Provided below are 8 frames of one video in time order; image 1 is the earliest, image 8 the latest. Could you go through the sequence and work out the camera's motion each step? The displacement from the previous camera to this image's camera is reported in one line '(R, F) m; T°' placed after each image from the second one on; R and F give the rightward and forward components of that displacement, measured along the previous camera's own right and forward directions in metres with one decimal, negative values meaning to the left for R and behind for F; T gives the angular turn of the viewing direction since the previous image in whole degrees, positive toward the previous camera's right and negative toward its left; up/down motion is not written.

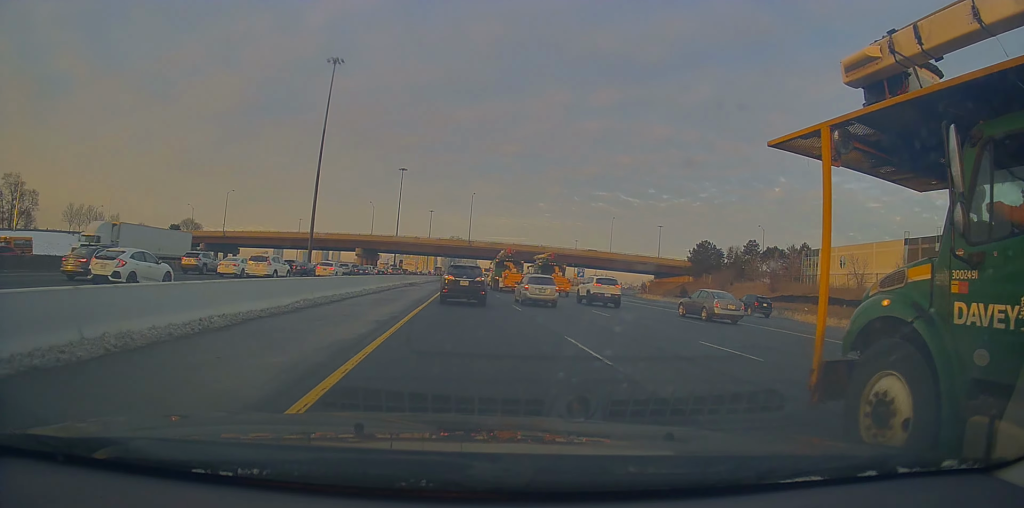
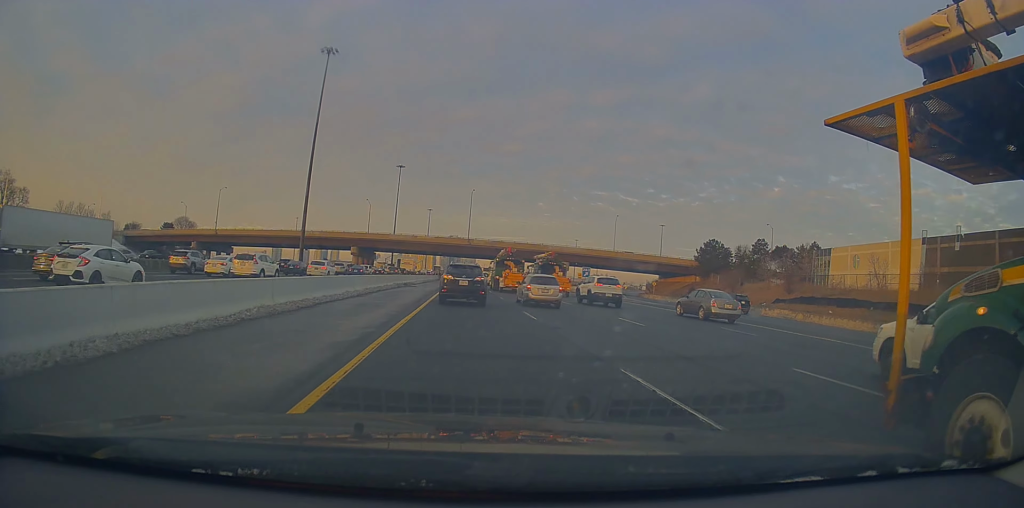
(0.0, +4.3) m; +2°
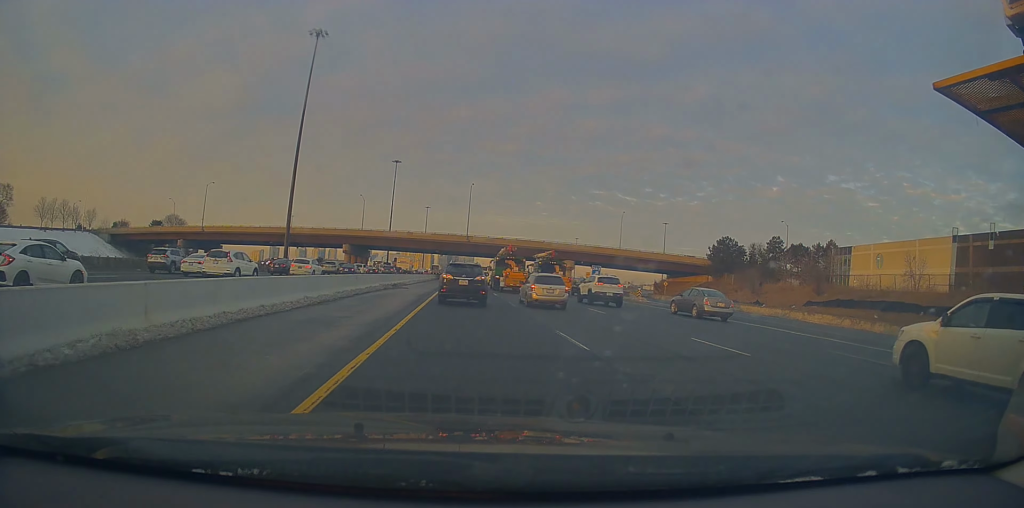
(+0.1, +7.0) m; +2°
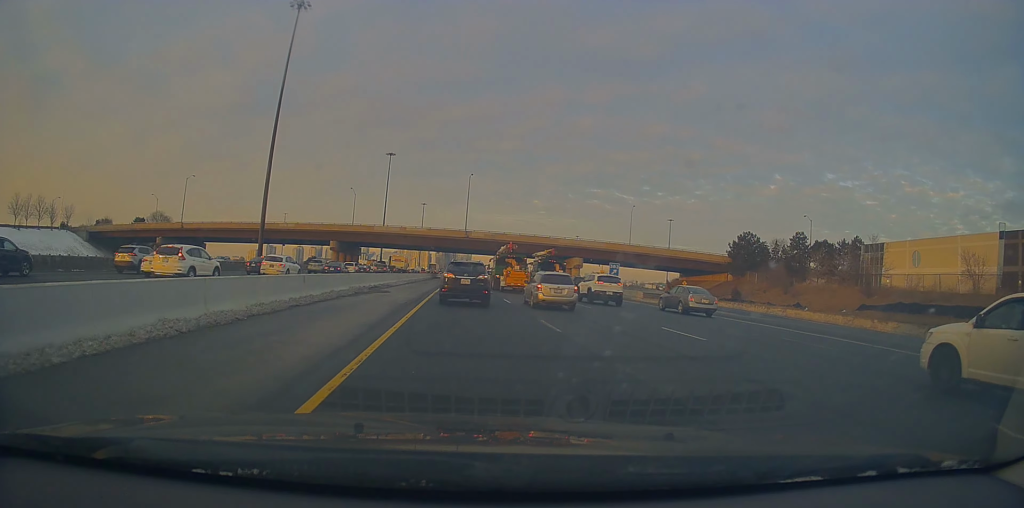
(+0.2, +10.0) m; -1°
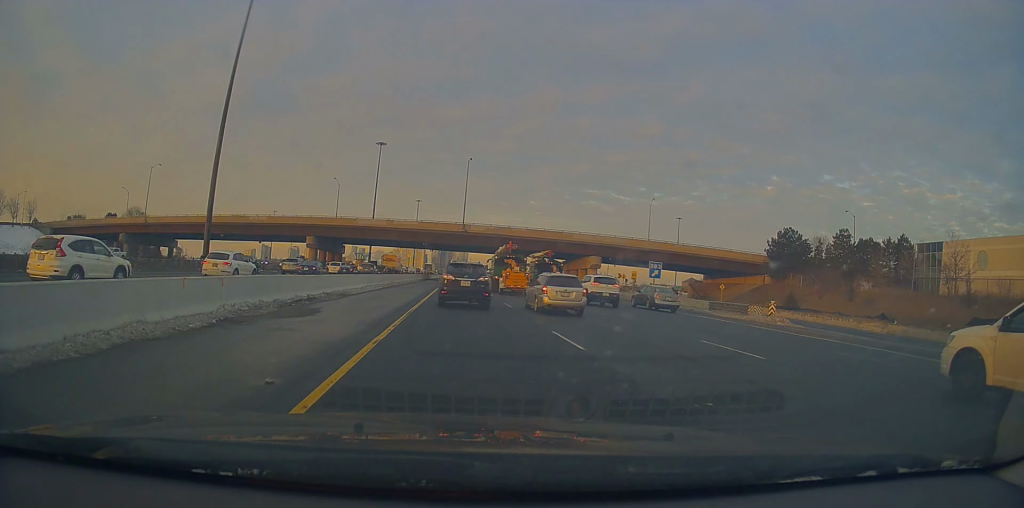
(+0.1, +15.7) m; +3°
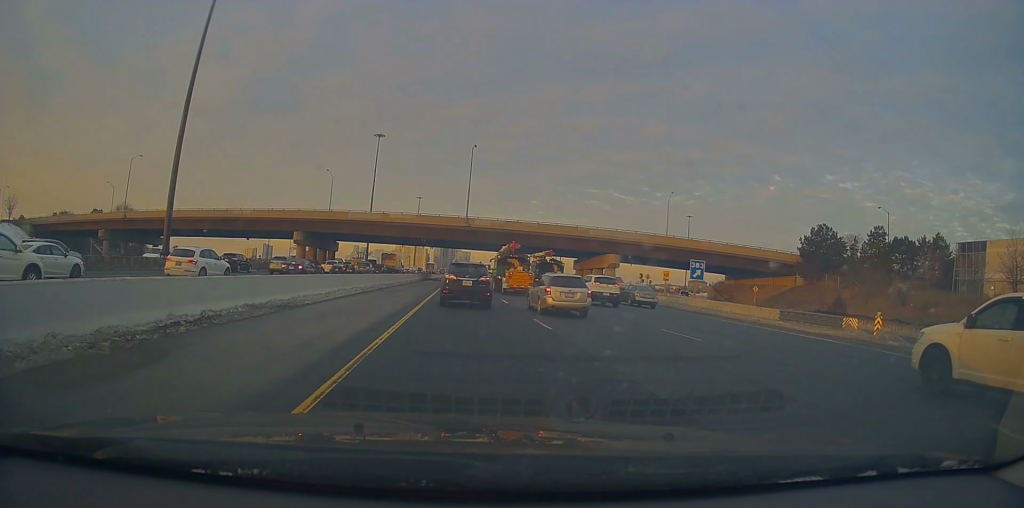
(-0.2, +9.4) m; -4°
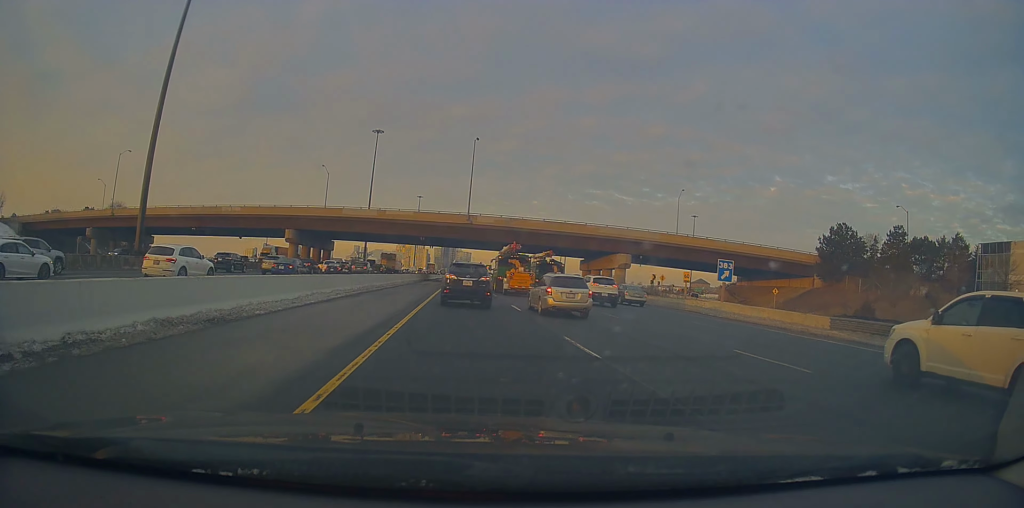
(-0.2, +4.9) m; -1°
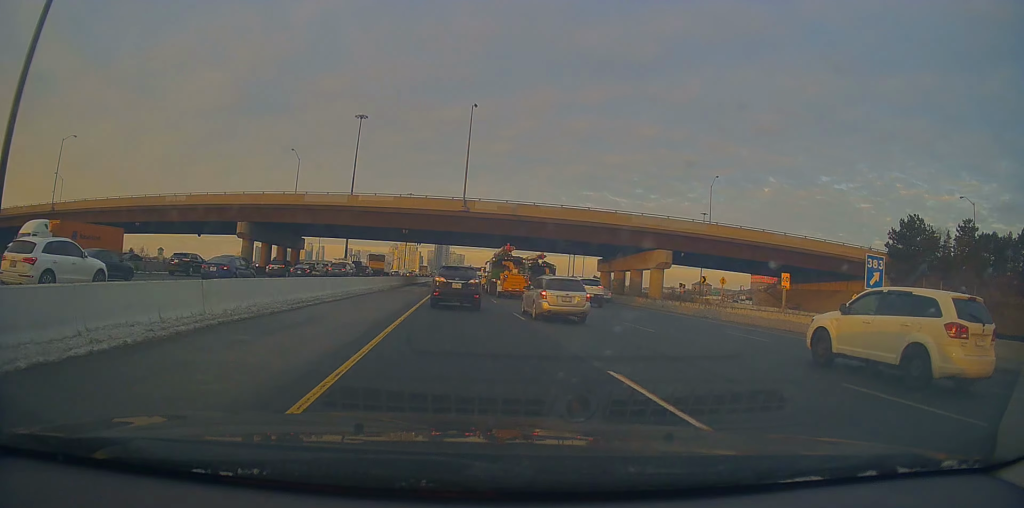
(+0.2, +15.8) m; +2°
